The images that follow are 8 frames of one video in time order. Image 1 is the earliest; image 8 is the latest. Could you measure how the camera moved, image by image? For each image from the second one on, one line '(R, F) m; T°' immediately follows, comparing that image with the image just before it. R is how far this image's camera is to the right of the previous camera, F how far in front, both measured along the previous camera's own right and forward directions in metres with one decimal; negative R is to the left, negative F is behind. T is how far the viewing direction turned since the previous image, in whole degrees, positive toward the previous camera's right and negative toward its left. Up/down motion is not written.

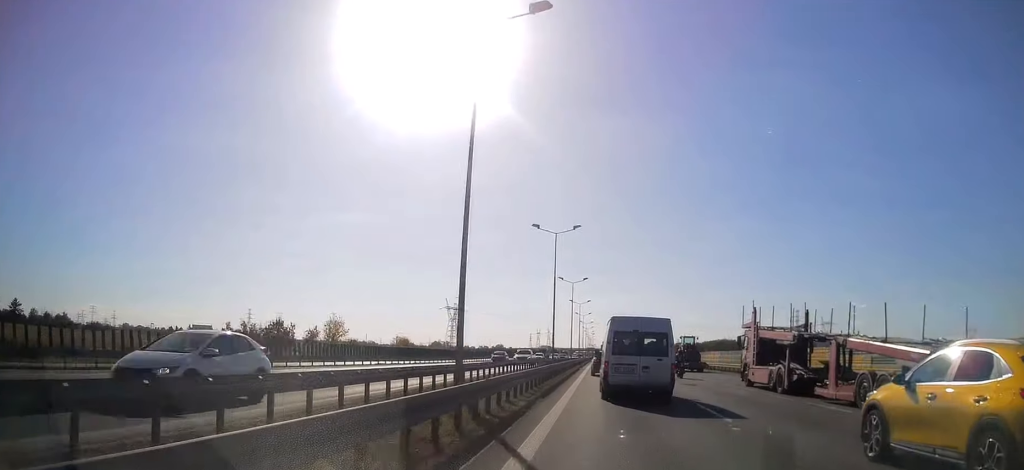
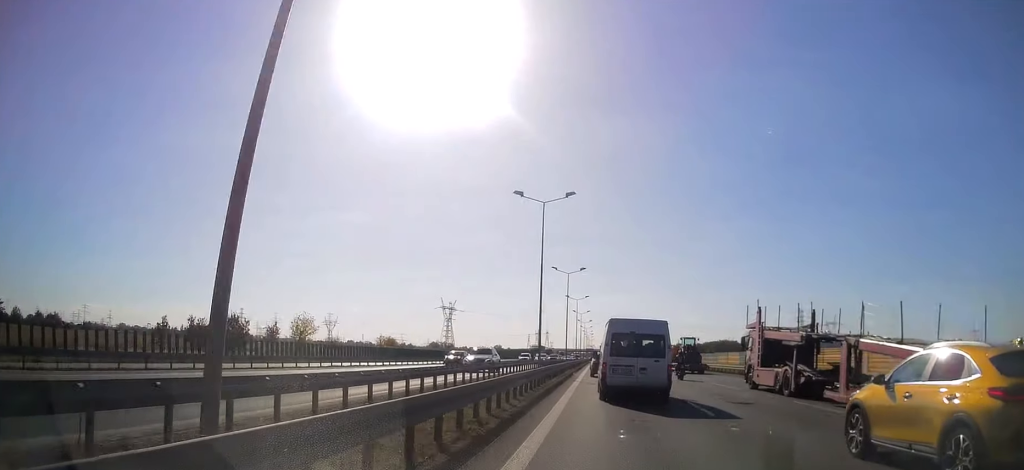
(0.0, +10.5) m; 0°
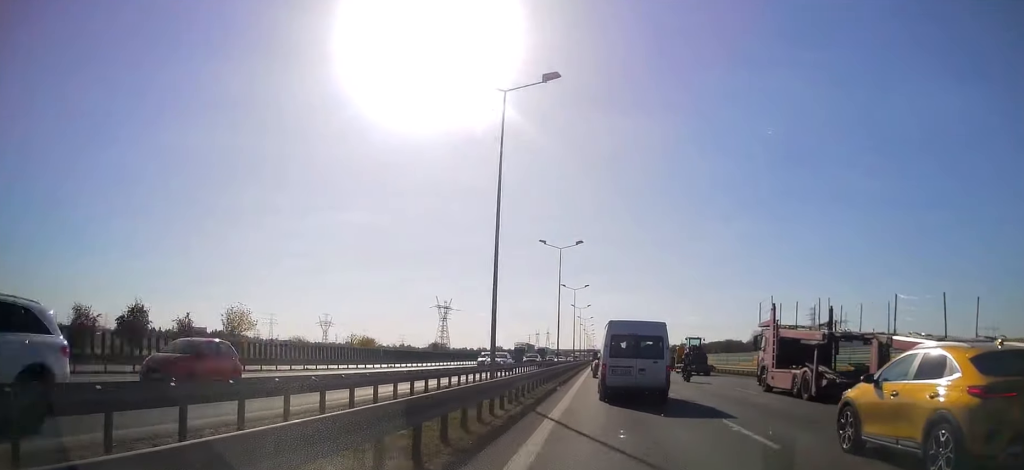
(0.0, +16.9) m; 0°
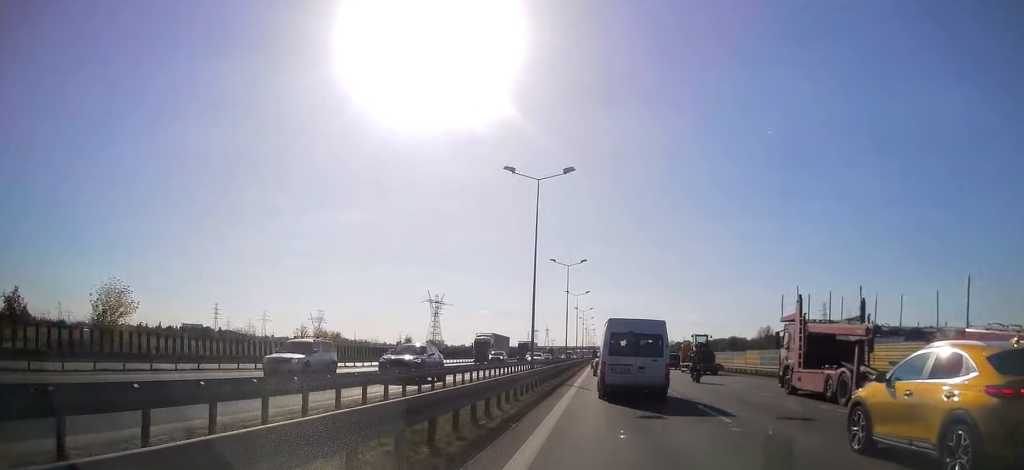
(+0.1, +20.5) m; 0°
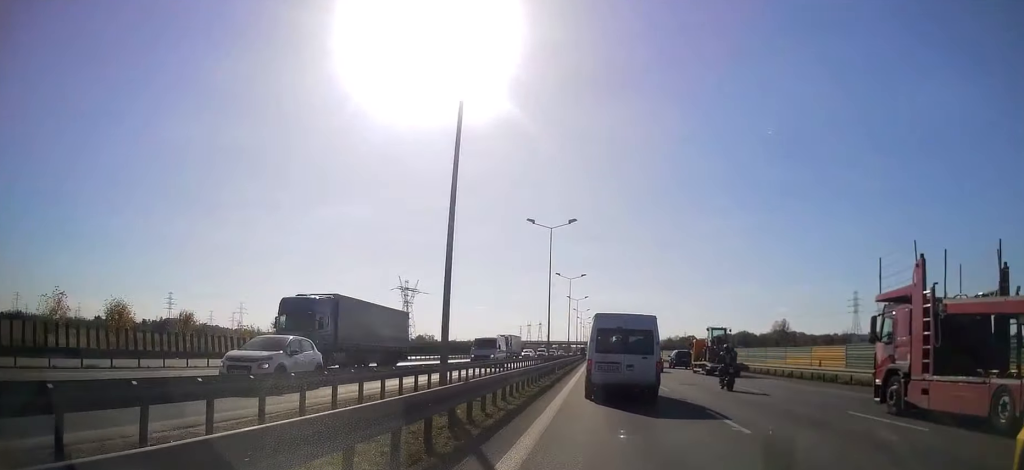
(-0.3, +50.4) m; 0°
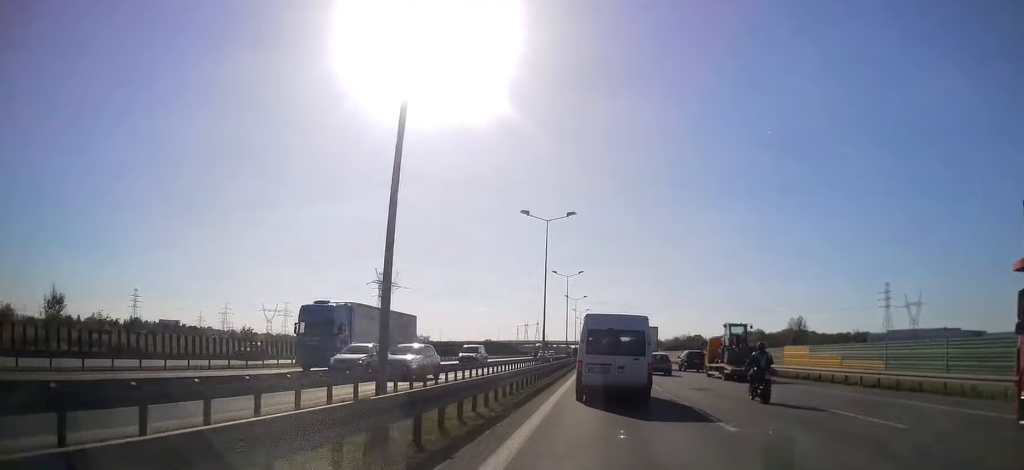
(0.0, +36.1) m; 0°
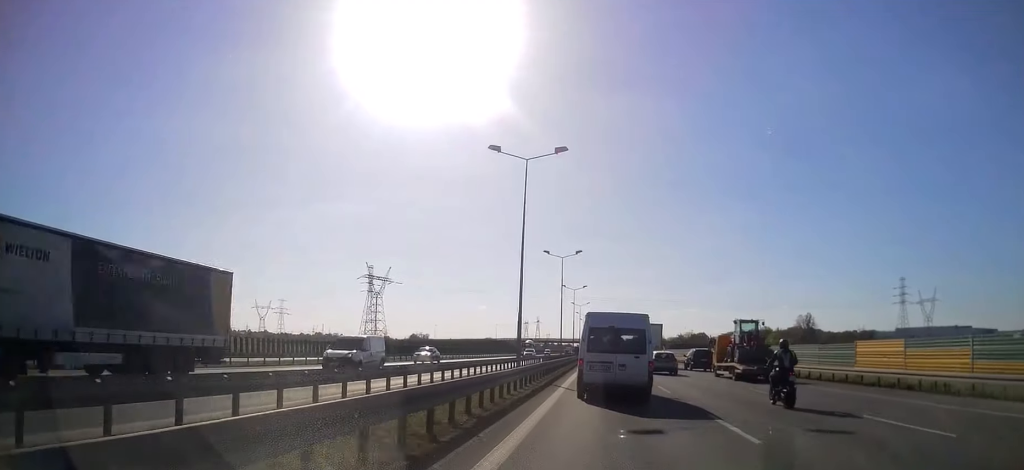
(+0.1, +14.1) m; 0°
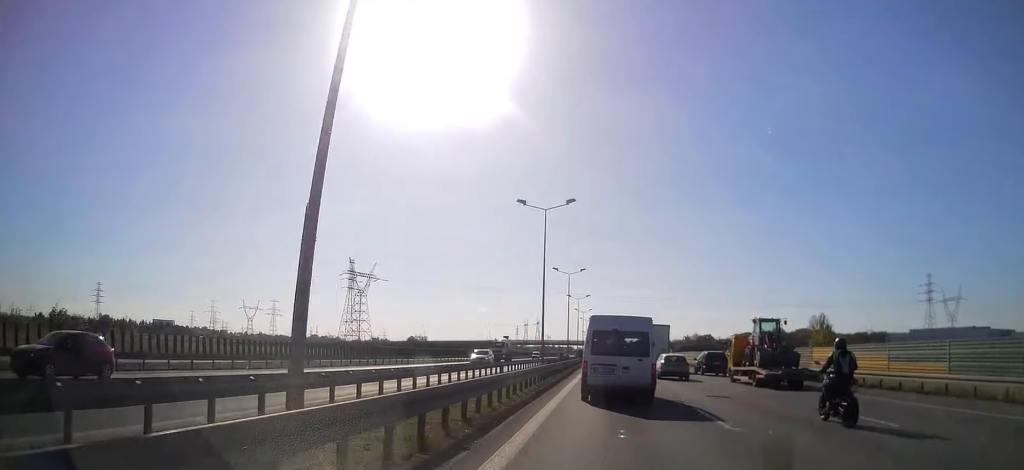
(0.0, +22.2) m; 0°
